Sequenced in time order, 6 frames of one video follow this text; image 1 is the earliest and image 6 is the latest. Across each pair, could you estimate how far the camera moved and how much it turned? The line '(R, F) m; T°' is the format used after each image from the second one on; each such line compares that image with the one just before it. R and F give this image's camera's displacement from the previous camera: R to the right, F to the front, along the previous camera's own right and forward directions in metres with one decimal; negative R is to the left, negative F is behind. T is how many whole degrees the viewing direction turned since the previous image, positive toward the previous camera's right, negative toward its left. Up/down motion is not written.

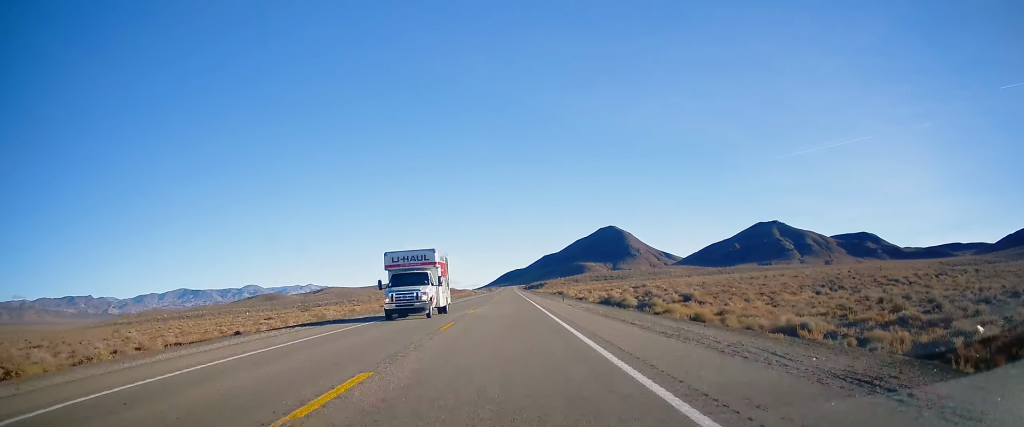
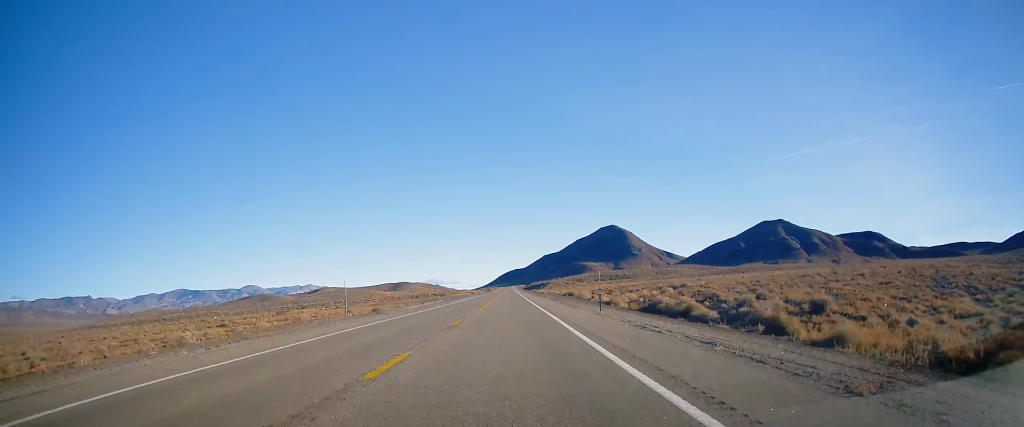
(+0.2, +21.3) m; 0°
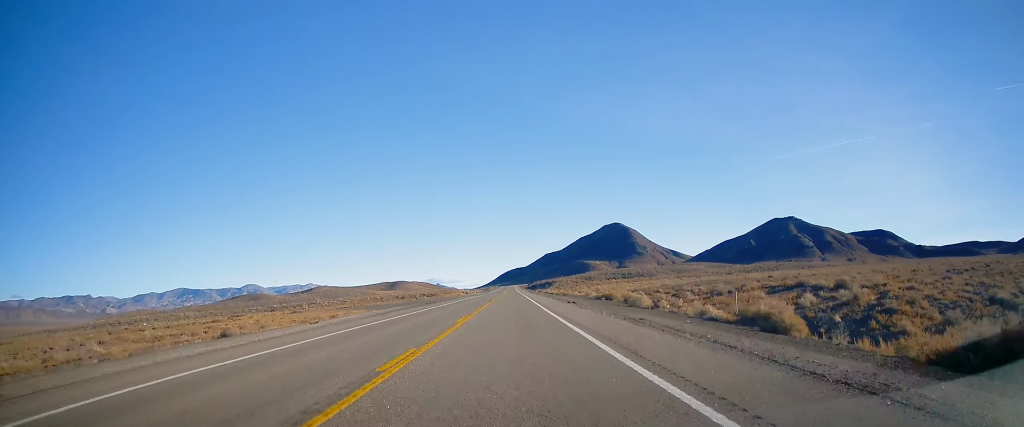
(-0.3, +35.4) m; -1°
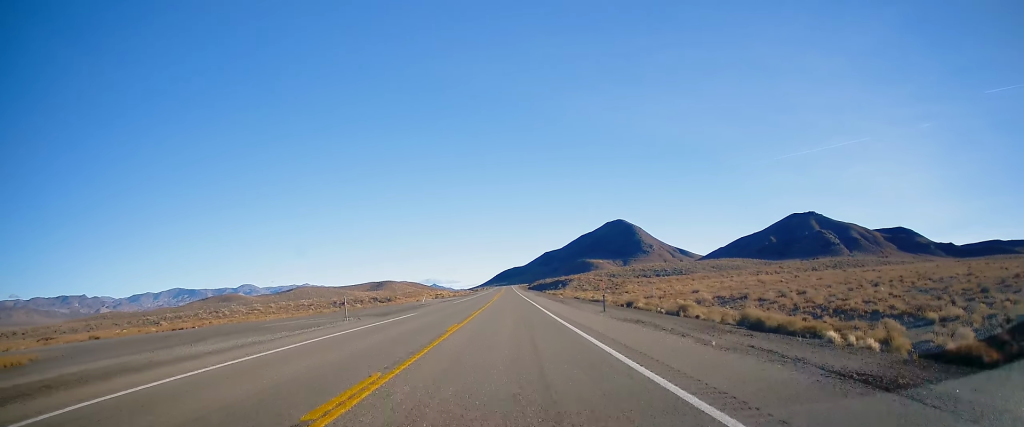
(+0.7, +75.4) m; +1°
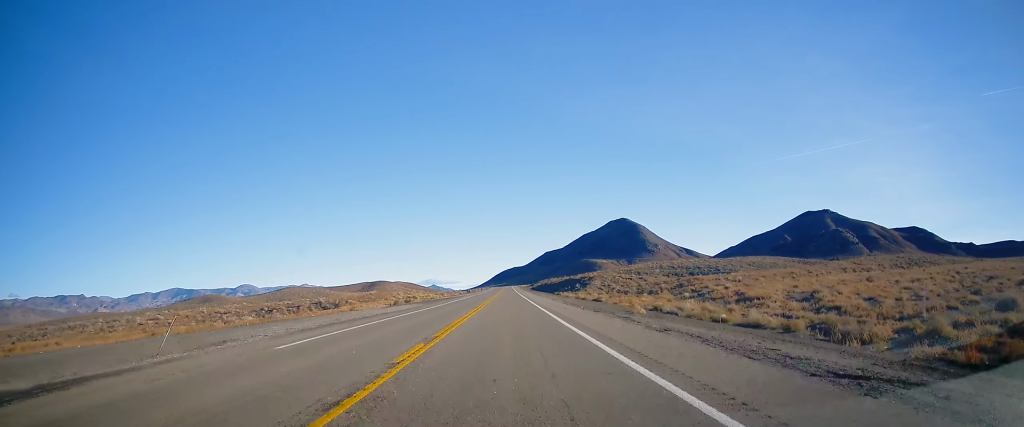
(-0.1, +44.5) m; 0°
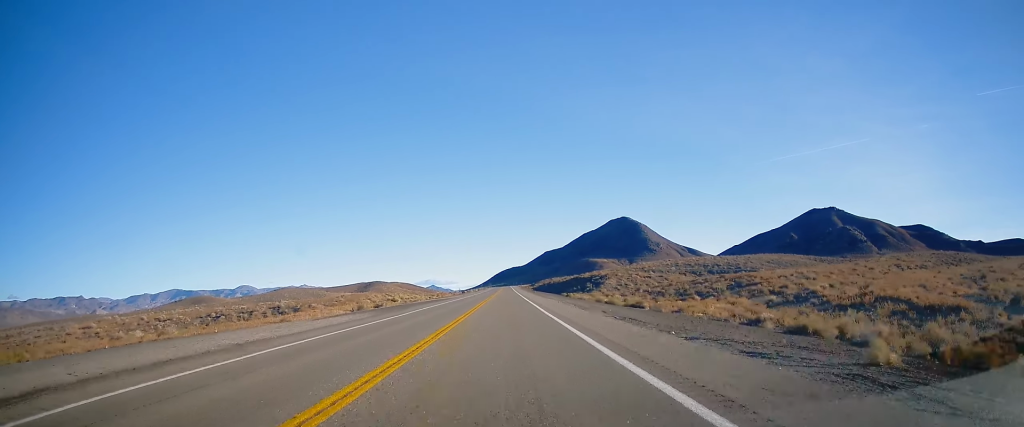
(+0.1, +19.4) m; 0°
